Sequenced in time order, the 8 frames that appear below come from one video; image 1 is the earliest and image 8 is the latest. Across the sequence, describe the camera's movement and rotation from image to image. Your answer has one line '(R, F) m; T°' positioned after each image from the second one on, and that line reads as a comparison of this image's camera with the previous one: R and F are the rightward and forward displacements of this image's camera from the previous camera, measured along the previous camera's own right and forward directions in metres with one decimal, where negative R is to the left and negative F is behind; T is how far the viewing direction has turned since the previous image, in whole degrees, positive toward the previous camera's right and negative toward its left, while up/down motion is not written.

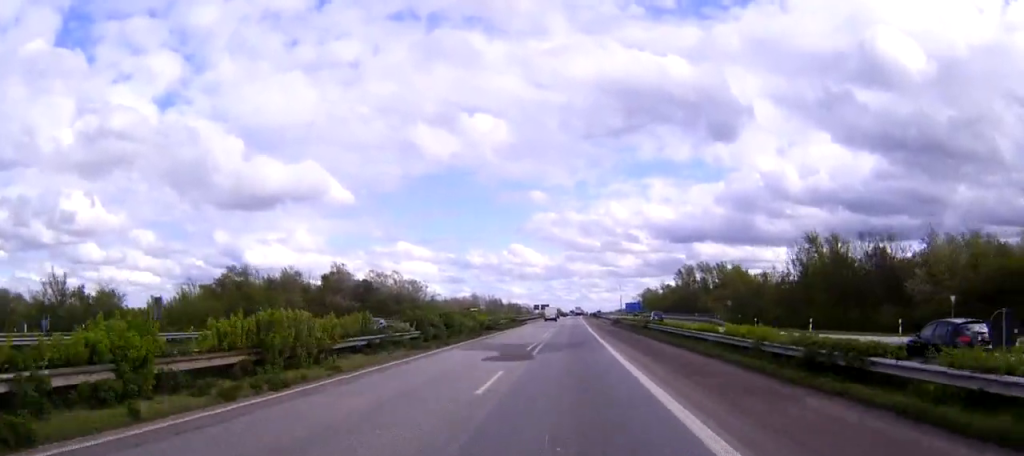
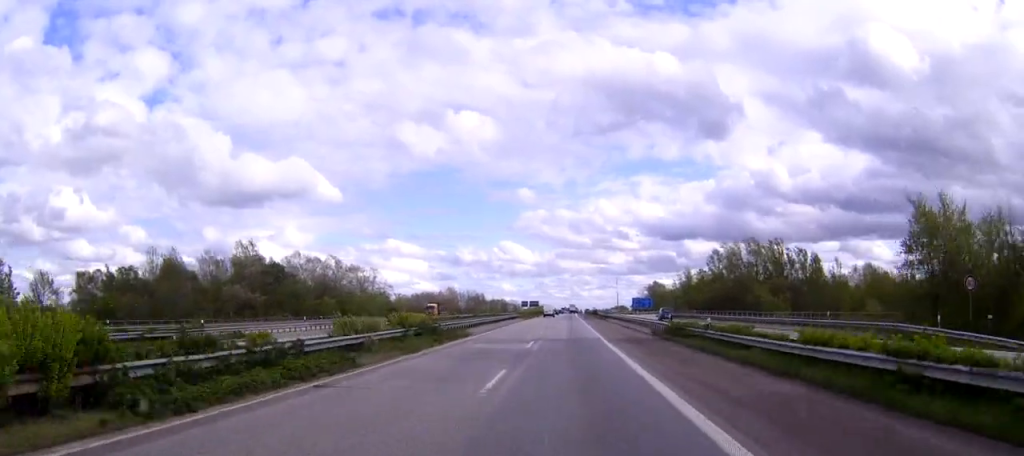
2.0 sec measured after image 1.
(+0.3, +55.0) m; +1°
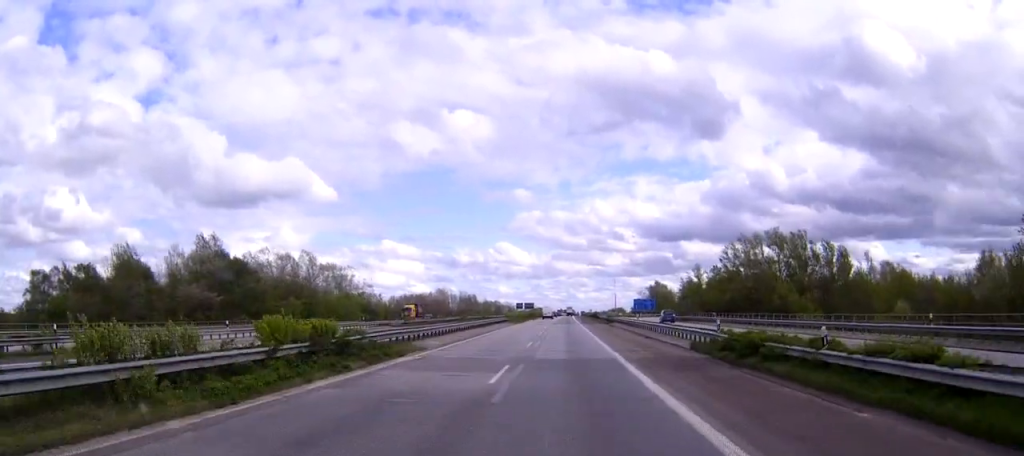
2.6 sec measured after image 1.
(0.0, +15.5) m; 0°
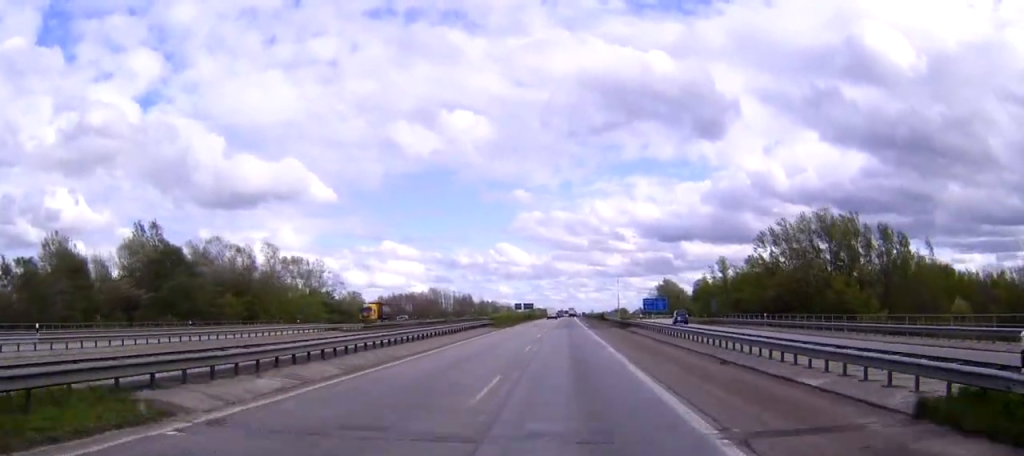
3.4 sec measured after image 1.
(0.0, +21.8) m; 0°
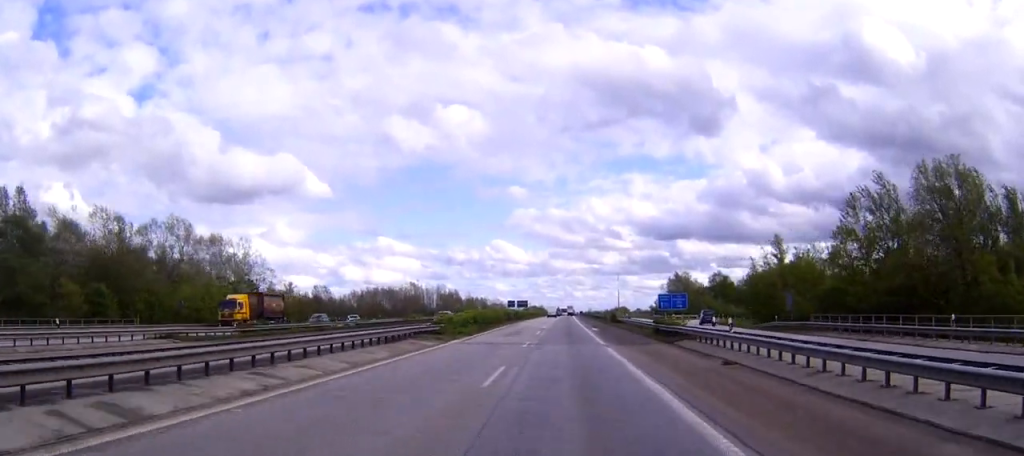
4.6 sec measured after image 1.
(-0.1, +33.3) m; 0°
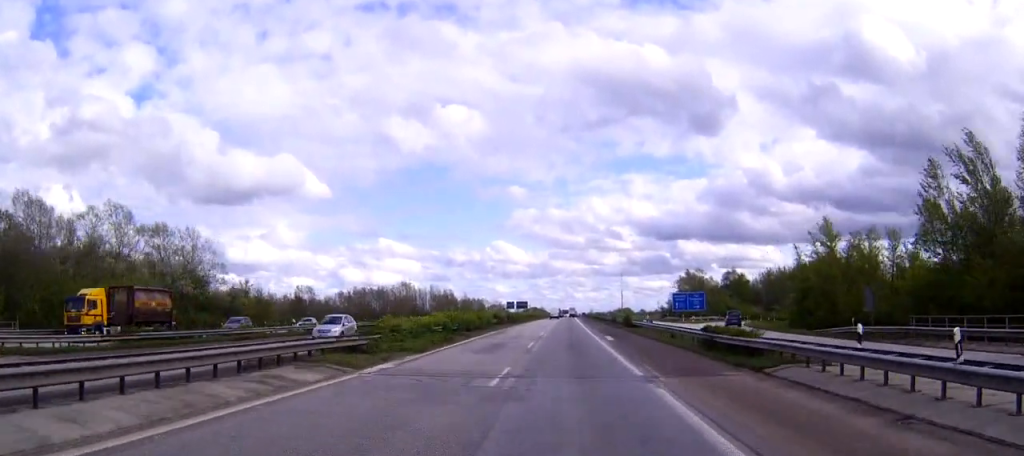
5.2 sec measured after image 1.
(0.0, +17.0) m; 0°
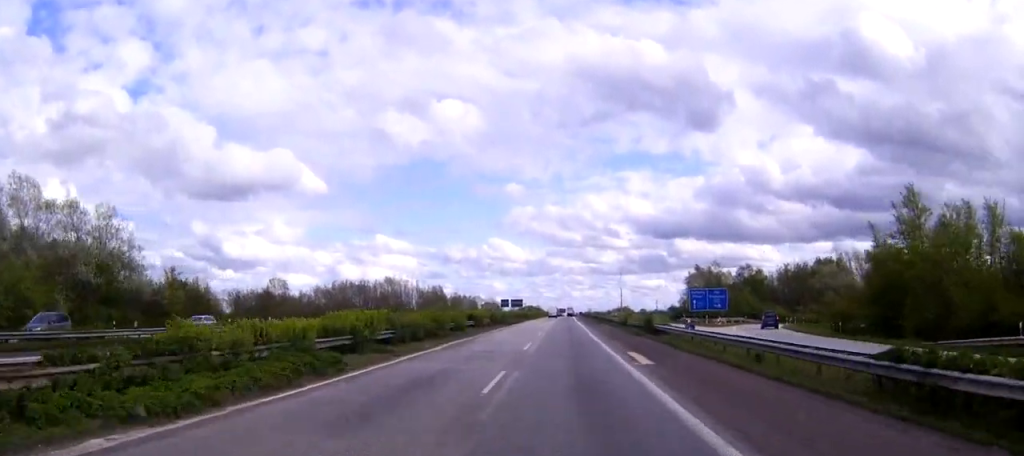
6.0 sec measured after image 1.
(0.0, +19.7) m; 0°
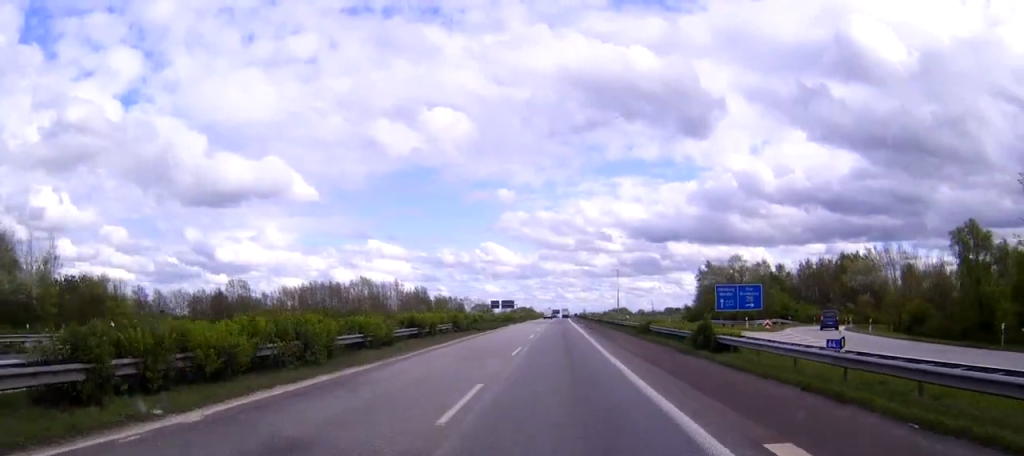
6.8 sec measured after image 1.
(+0.1, +22.3) m; 0°
